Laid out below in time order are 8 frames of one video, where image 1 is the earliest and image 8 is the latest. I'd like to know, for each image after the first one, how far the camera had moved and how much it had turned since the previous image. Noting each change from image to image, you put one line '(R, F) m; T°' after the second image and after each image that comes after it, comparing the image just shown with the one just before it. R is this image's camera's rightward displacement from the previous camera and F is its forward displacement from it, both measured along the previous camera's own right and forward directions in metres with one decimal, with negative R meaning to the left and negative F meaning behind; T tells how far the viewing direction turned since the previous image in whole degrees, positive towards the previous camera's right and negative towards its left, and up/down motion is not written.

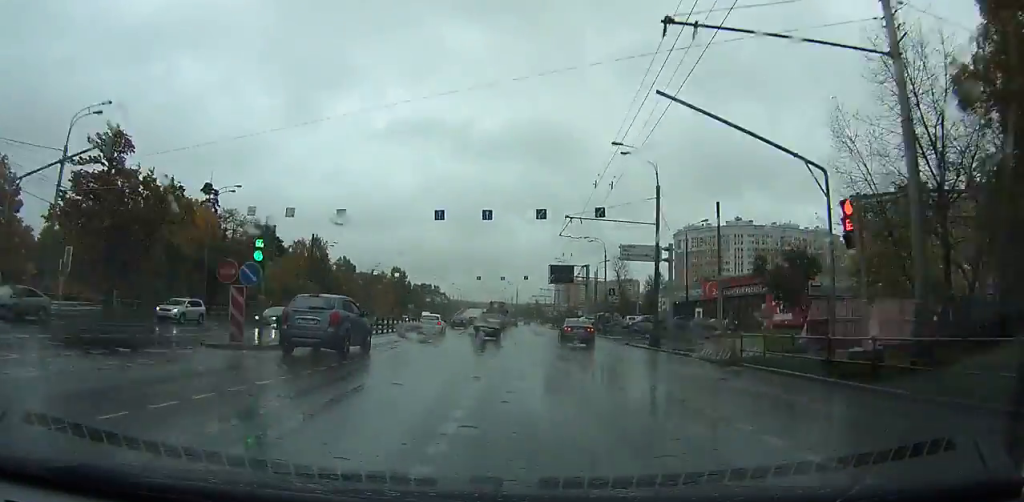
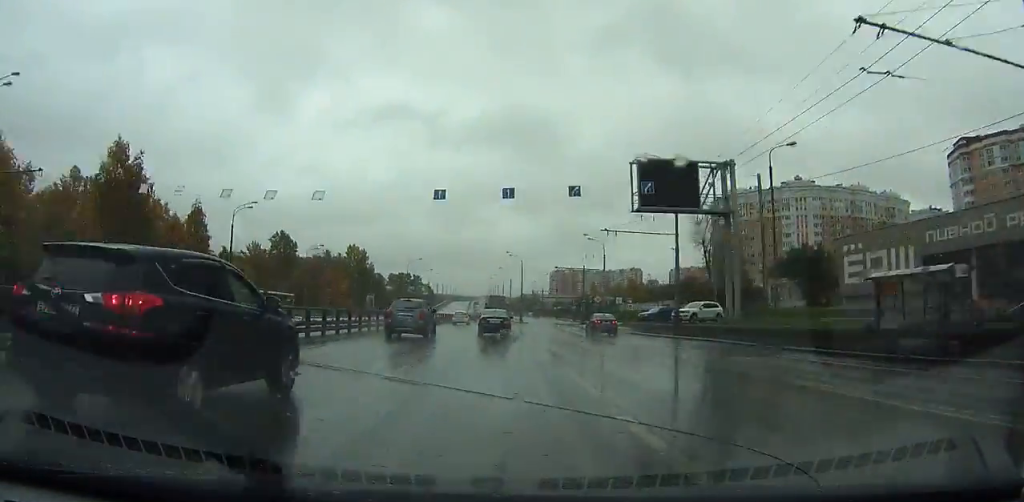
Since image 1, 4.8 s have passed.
(+0.8, +55.3) m; +2°
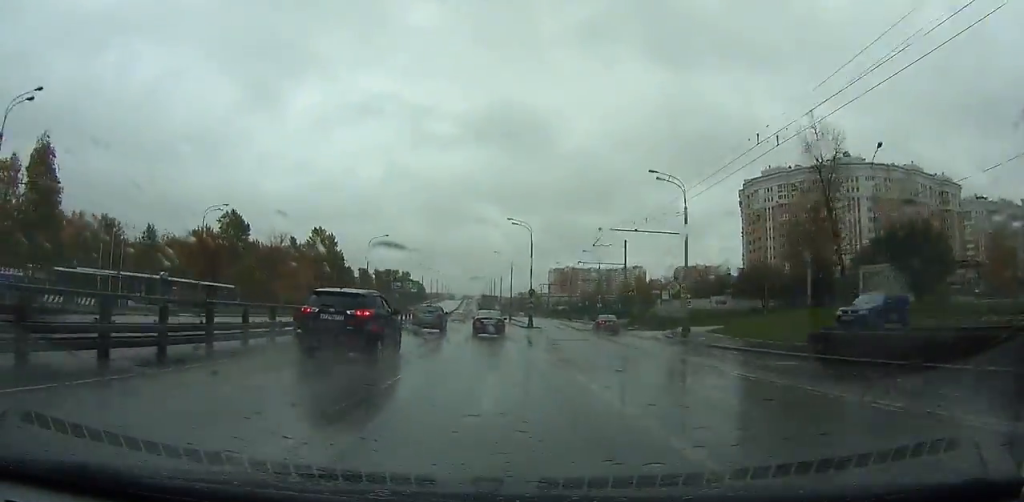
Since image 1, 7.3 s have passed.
(+0.3, +30.8) m; +1°
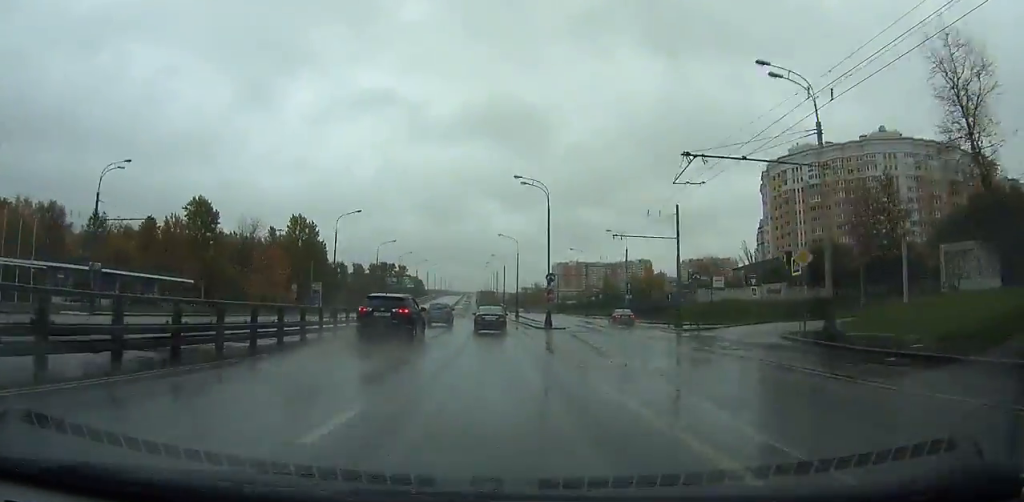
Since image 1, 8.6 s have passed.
(0.0, +17.0) m; 0°
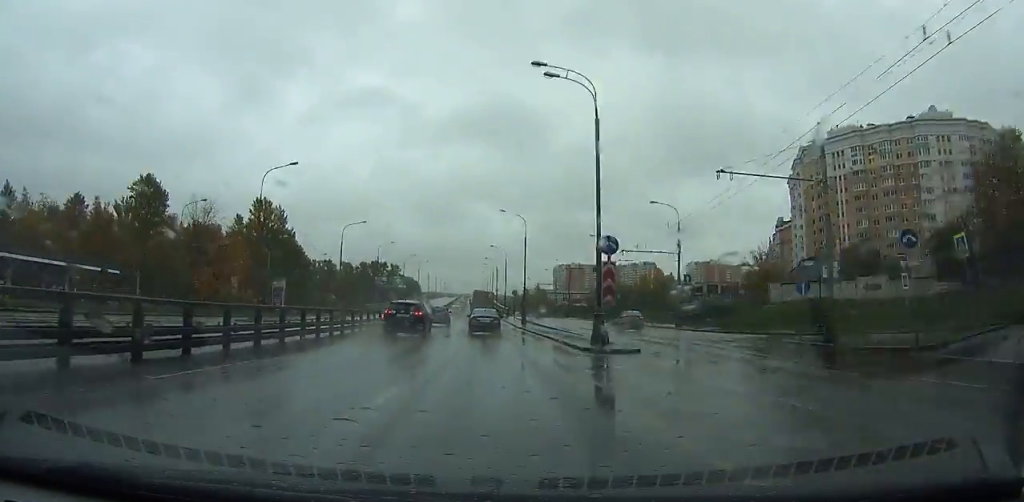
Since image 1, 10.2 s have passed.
(0.0, +21.4) m; 0°
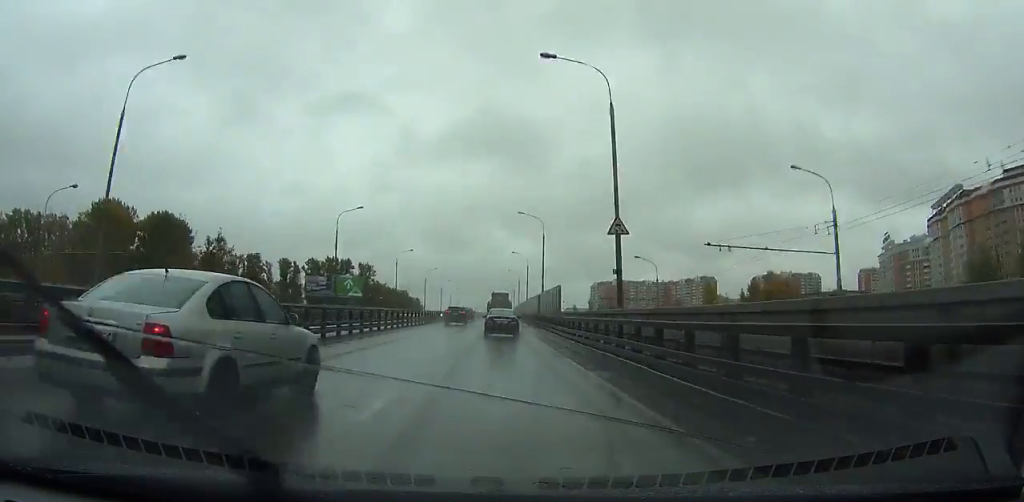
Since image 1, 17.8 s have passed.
(-2.6, +111.2) m; -3°
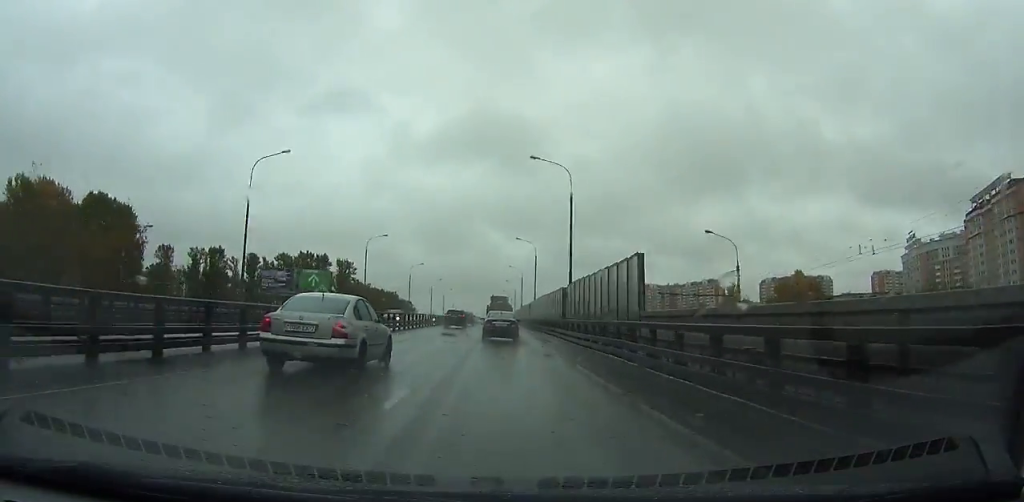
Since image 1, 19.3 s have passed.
(-0.1, +22.7) m; 0°
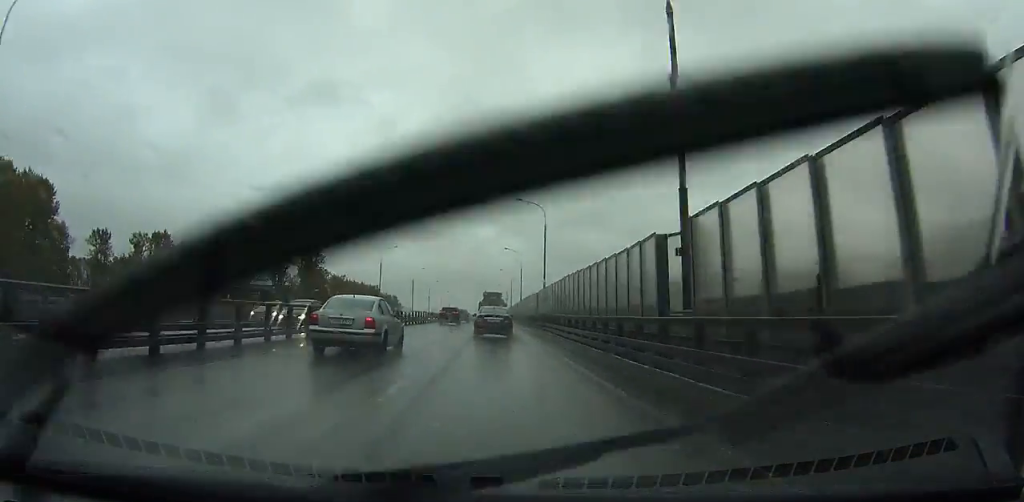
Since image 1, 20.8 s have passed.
(-0.1, +22.6) m; 0°
